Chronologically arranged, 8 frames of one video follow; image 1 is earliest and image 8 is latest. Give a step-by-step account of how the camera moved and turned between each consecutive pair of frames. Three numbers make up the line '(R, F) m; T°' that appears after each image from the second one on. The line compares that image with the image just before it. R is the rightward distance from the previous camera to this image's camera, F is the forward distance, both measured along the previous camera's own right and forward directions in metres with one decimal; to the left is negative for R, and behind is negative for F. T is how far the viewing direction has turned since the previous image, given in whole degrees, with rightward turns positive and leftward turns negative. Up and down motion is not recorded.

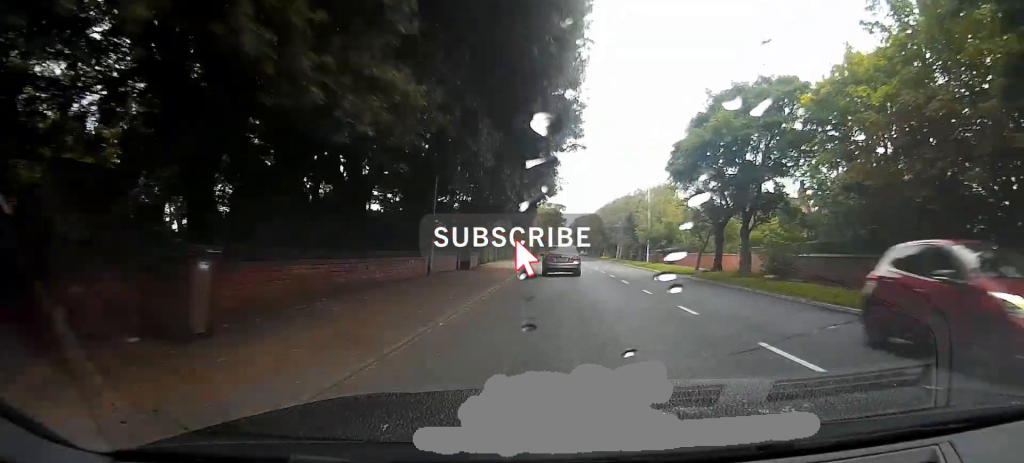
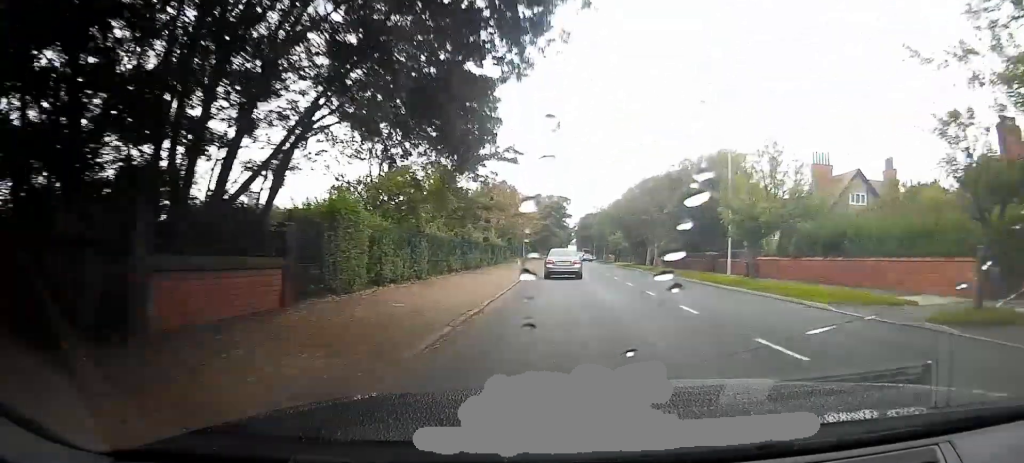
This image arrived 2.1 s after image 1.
(+0.2, +29.1) m; +1°
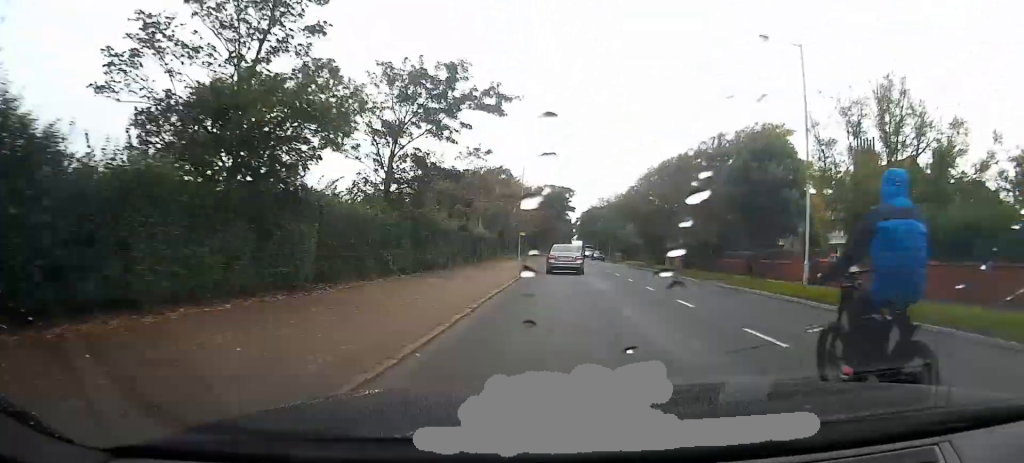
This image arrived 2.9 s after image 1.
(0.0, +10.6) m; 0°
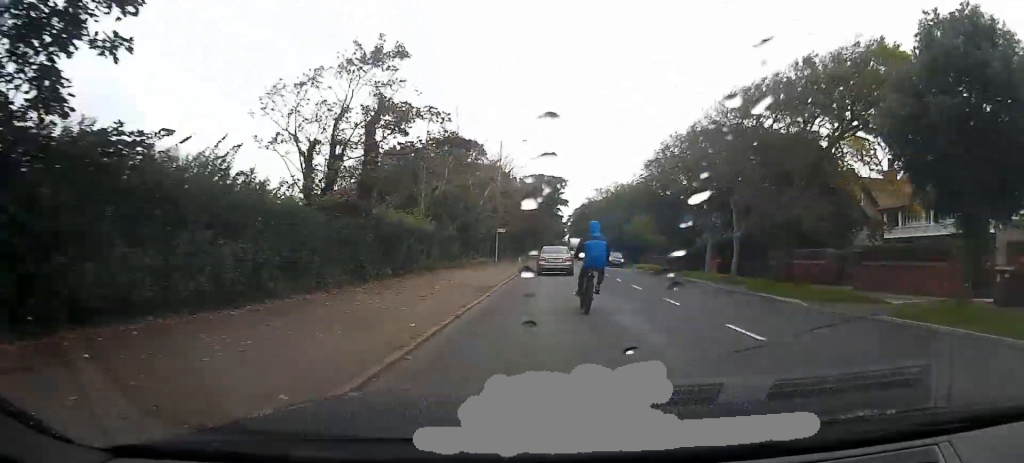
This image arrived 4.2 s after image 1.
(-0.2, +16.8) m; -1°
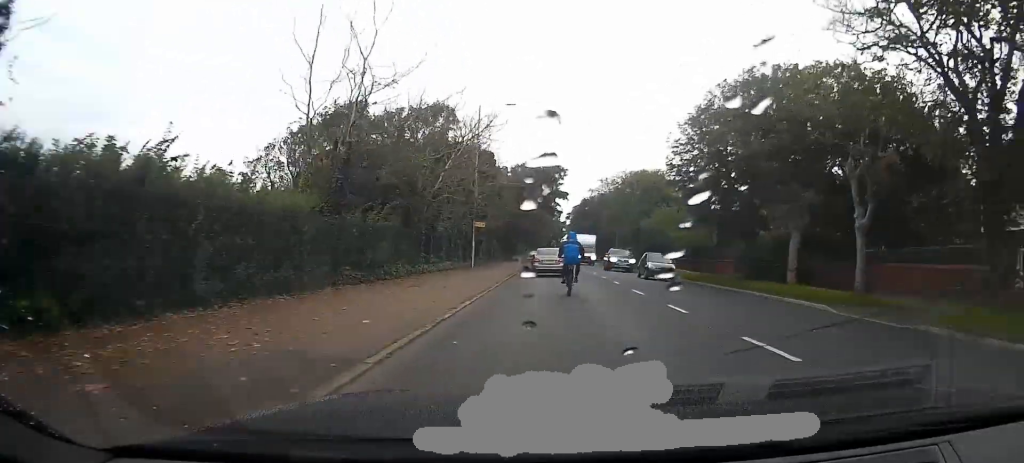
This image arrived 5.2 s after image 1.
(-0.1, +13.6) m; 0°
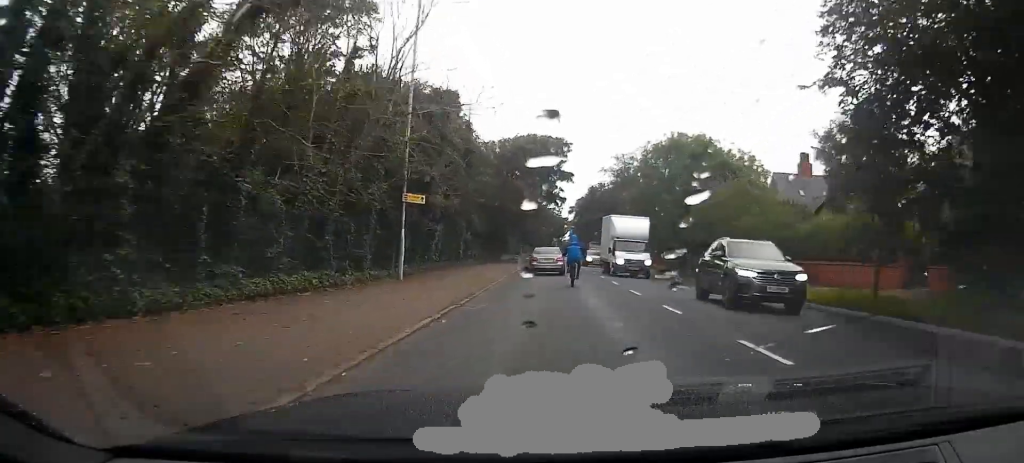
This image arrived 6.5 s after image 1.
(0.0, +18.3) m; 0°
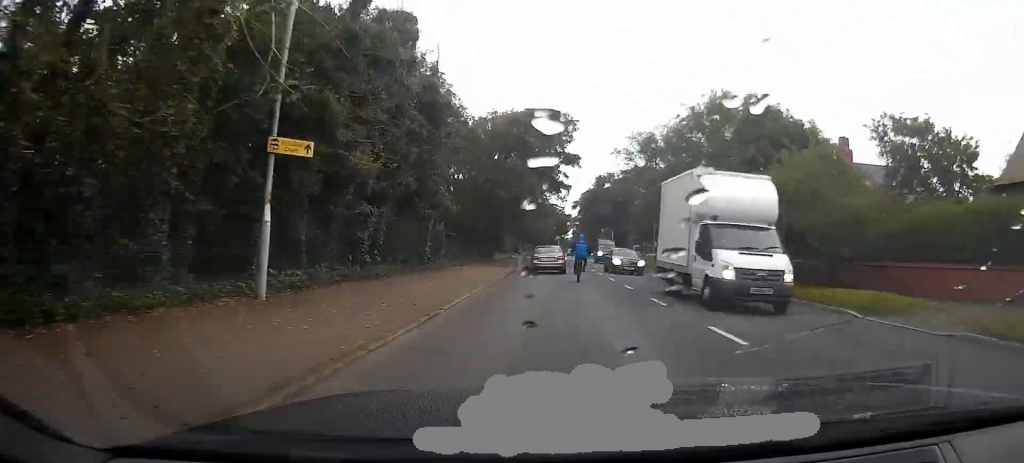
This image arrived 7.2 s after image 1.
(0.0, +10.4) m; 0°
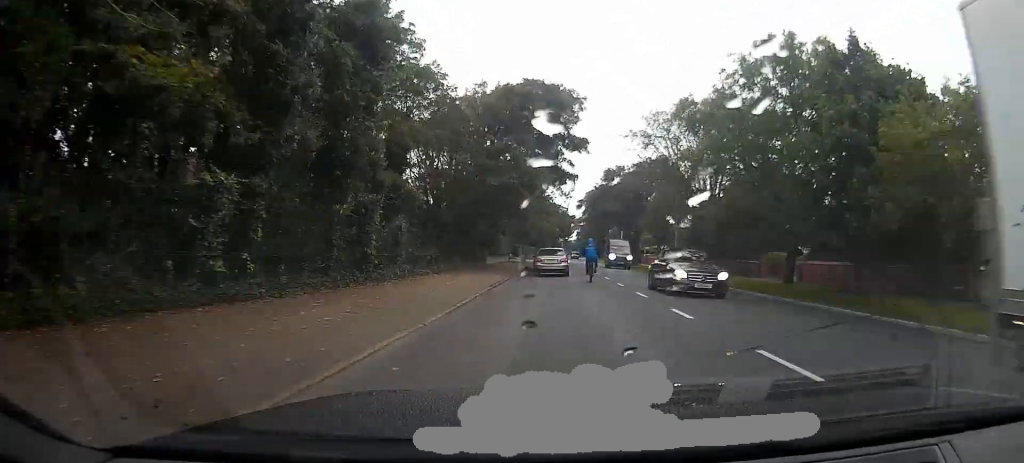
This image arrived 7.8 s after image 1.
(0.0, +8.1) m; 0°
